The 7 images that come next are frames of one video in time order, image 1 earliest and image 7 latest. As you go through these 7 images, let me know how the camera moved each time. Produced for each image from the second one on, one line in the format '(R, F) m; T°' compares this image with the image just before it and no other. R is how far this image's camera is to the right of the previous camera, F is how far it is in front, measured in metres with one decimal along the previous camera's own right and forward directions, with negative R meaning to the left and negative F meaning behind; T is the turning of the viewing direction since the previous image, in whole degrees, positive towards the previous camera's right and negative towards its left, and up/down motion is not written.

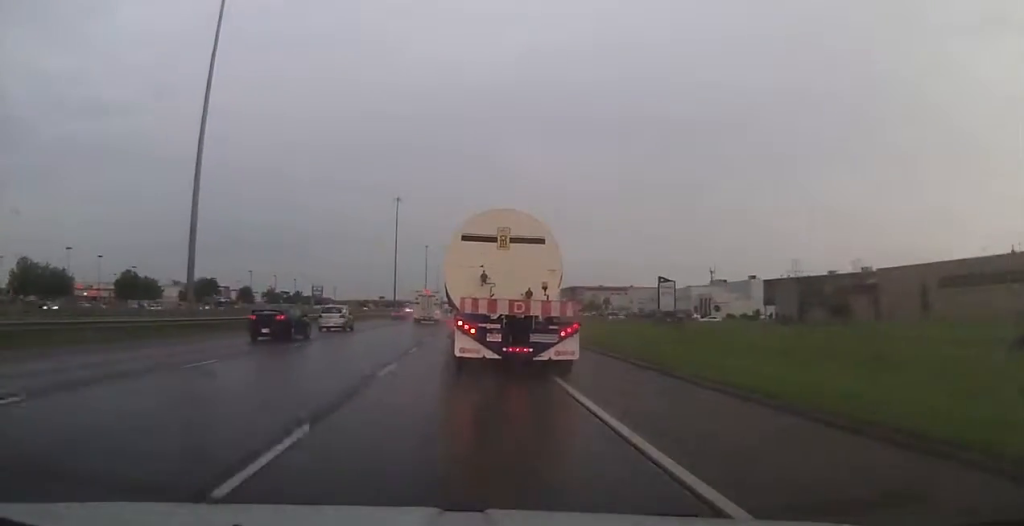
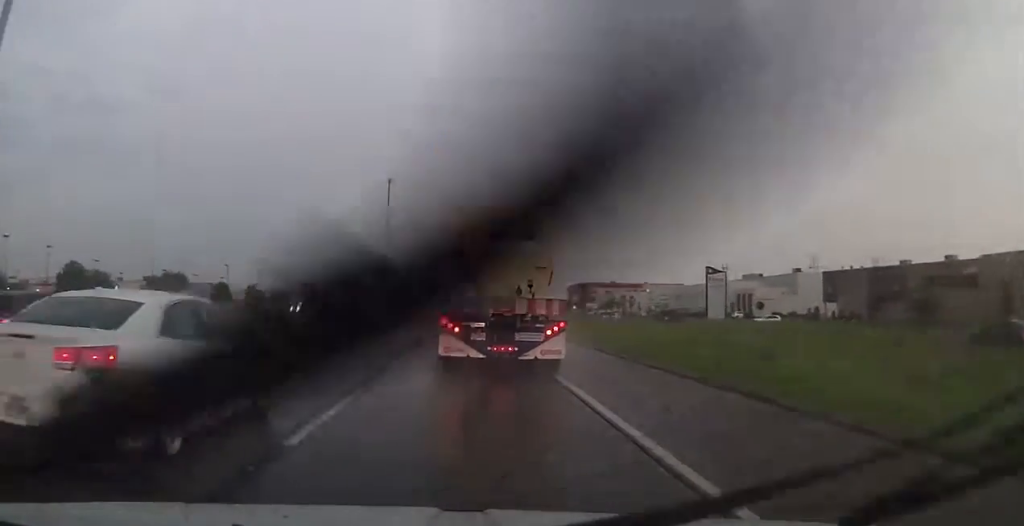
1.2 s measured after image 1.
(0.0, +25.0) m; 0°
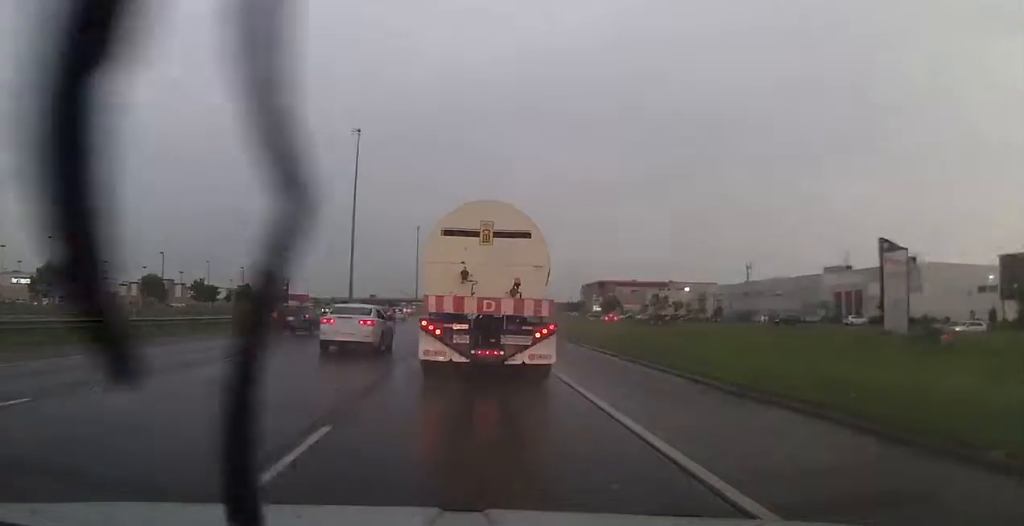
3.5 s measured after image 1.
(0.0, +46.7) m; 0°
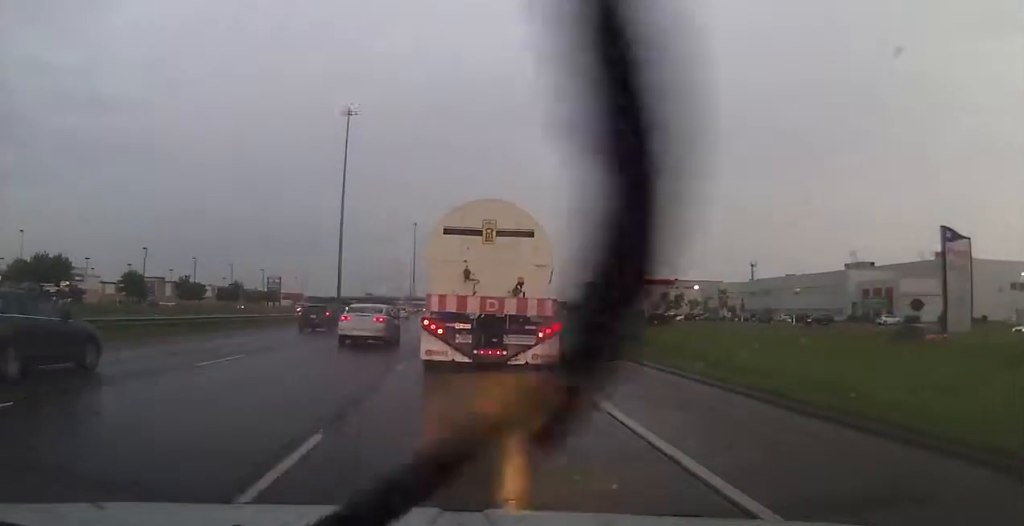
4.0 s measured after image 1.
(0.0, +9.5) m; 0°
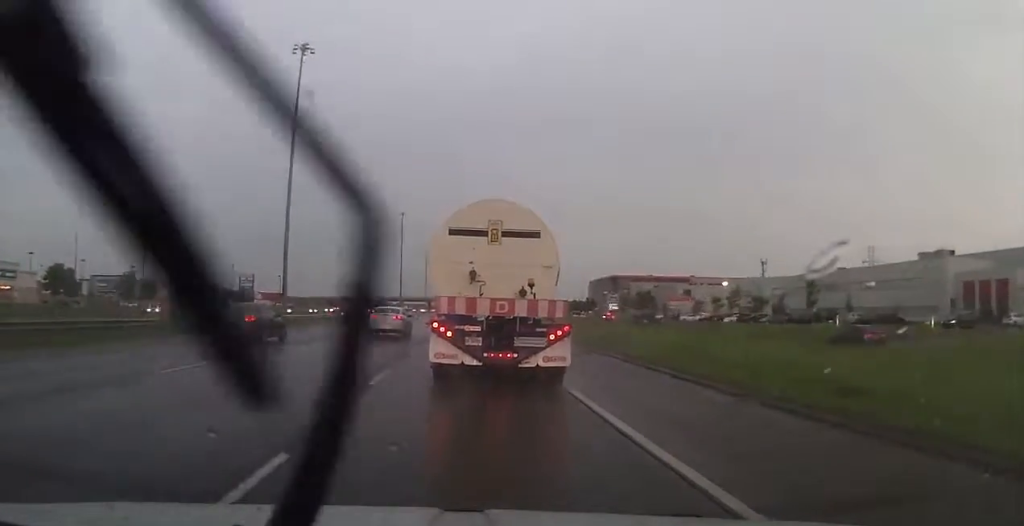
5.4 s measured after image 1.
(-0.4, +28.0) m; +1°
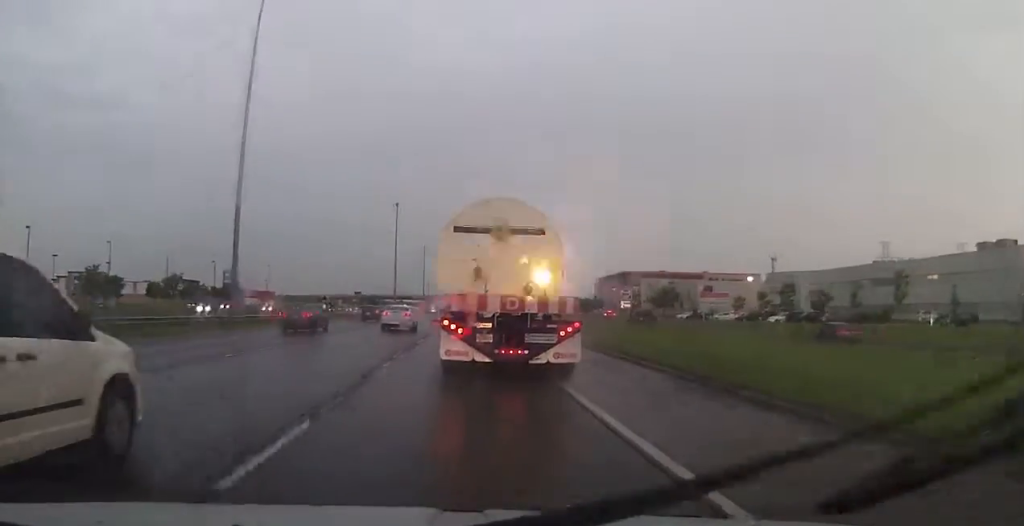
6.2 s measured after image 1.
(+0.7, +16.3) m; 0°
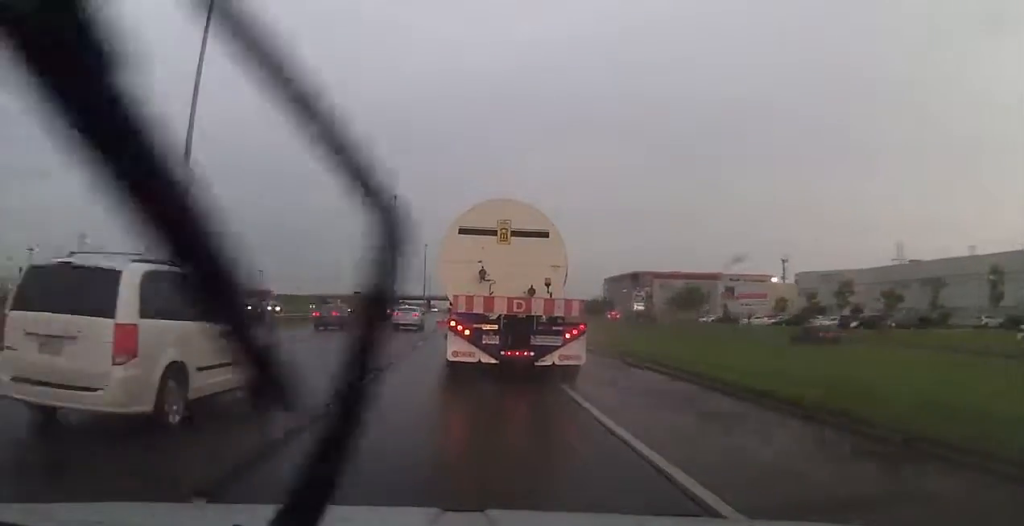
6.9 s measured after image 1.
(-0.2, +12.3) m; -1°
